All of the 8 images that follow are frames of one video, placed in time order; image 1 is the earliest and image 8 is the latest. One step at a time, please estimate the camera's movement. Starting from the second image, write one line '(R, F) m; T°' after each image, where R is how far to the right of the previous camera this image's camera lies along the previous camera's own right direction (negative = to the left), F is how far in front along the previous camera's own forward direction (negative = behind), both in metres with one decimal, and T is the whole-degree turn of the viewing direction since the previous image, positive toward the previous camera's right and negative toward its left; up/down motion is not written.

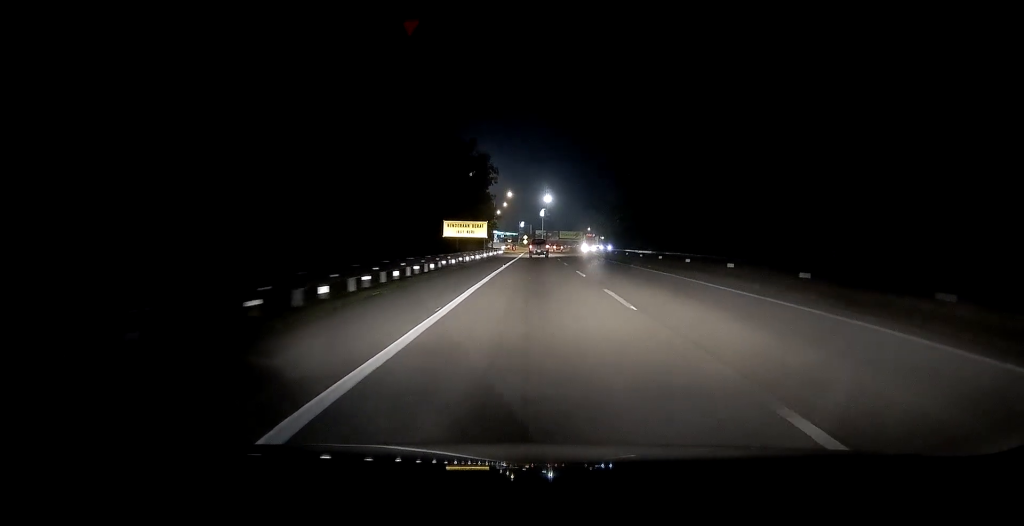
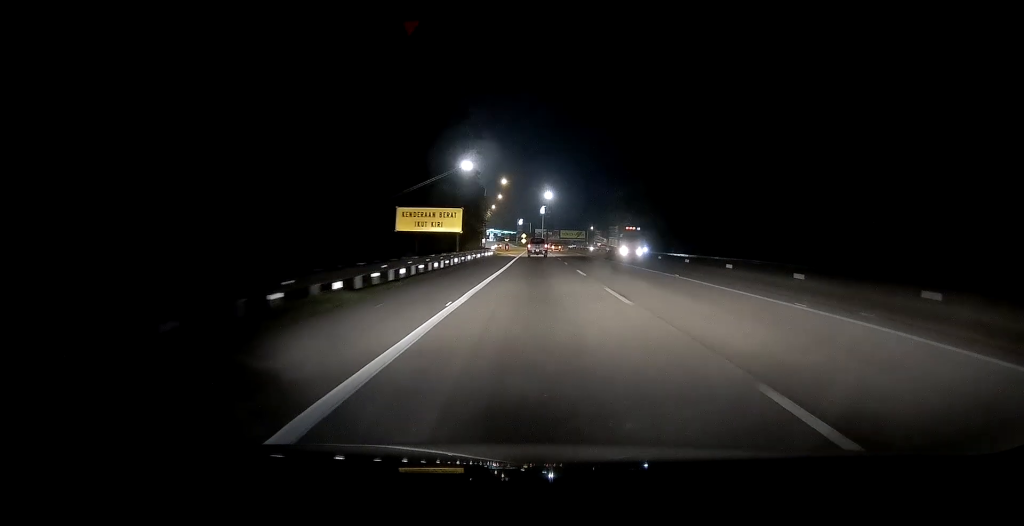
(0.0, +23.4) m; -2°
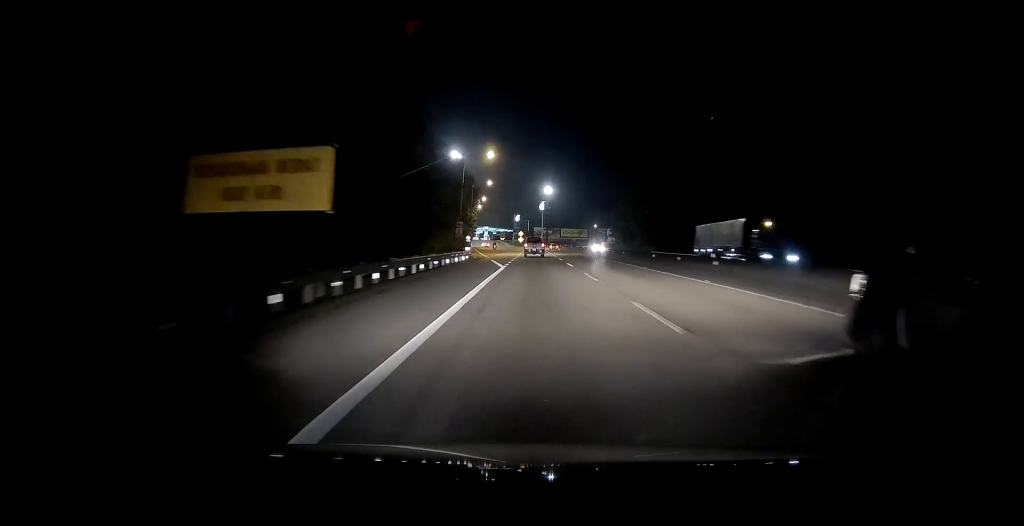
(-0.9, +28.5) m; -1°
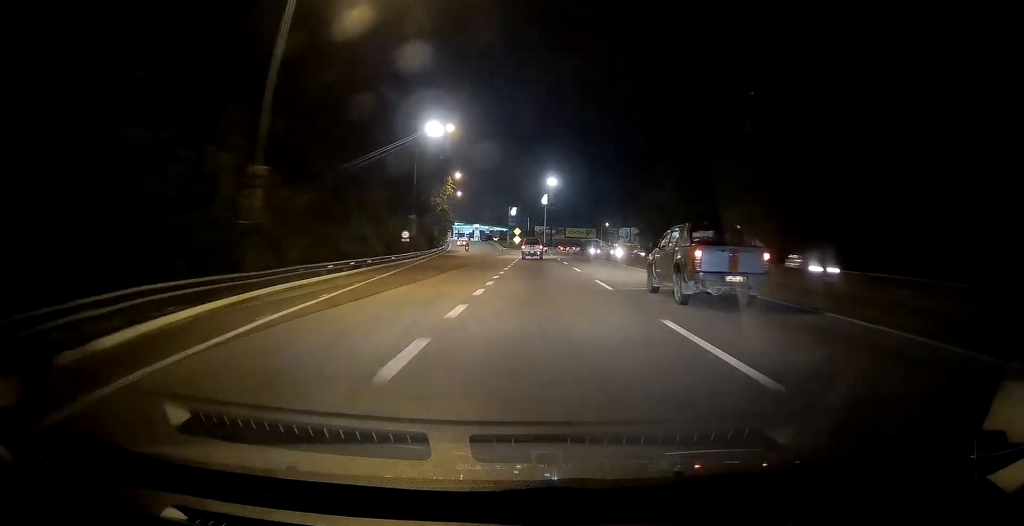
(+2.0, +51.2) m; +2°
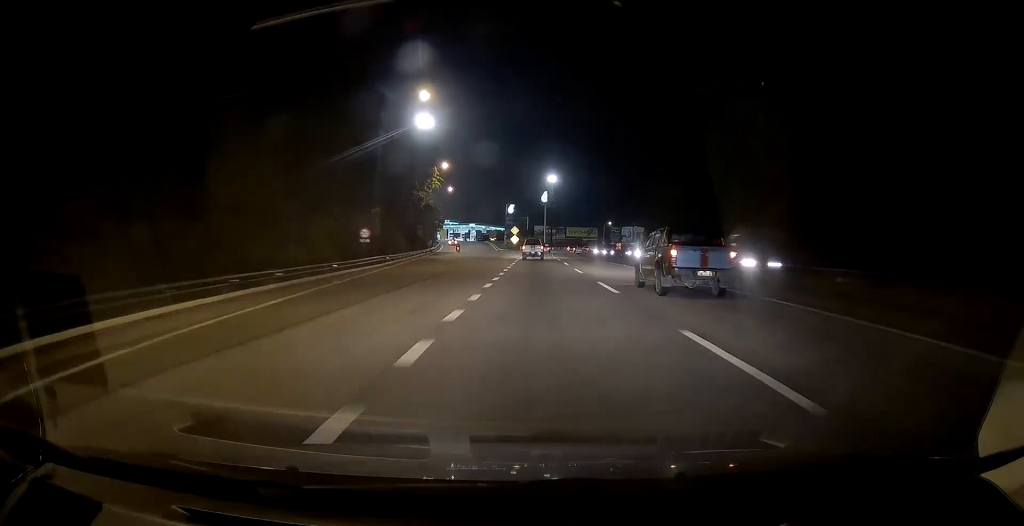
(0.0, +12.4) m; 0°
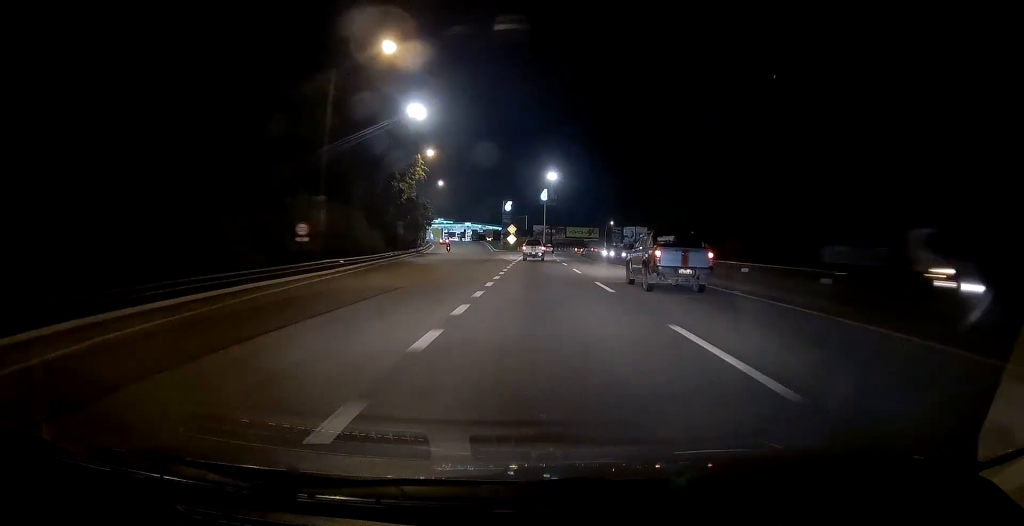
(0.0, +11.0) m; 0°
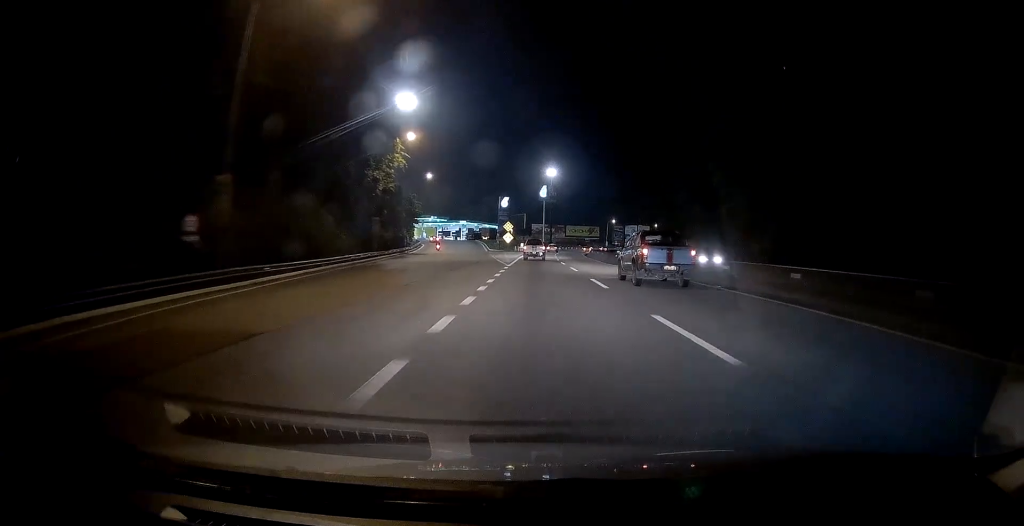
(0.0, +10.2) m; 0°
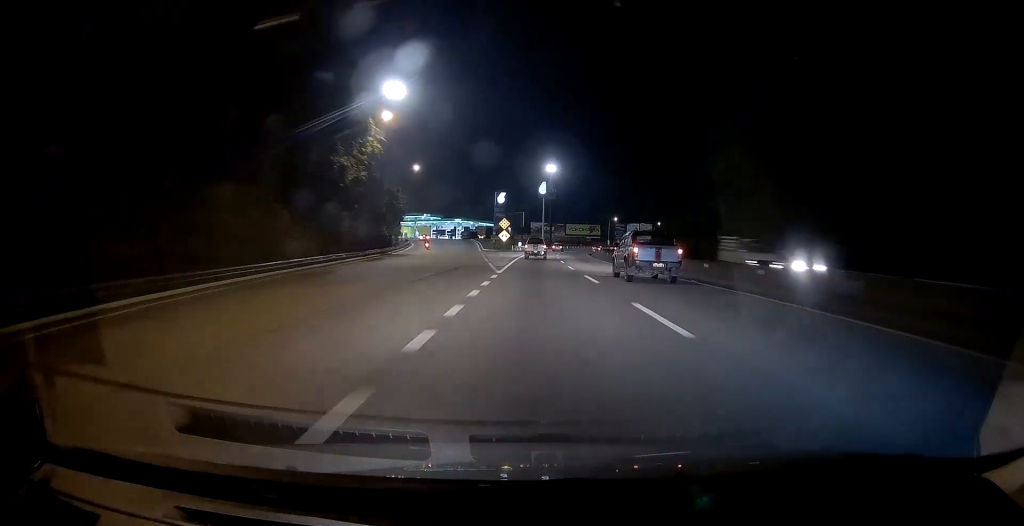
(0.0, +9.5) m; 0°
